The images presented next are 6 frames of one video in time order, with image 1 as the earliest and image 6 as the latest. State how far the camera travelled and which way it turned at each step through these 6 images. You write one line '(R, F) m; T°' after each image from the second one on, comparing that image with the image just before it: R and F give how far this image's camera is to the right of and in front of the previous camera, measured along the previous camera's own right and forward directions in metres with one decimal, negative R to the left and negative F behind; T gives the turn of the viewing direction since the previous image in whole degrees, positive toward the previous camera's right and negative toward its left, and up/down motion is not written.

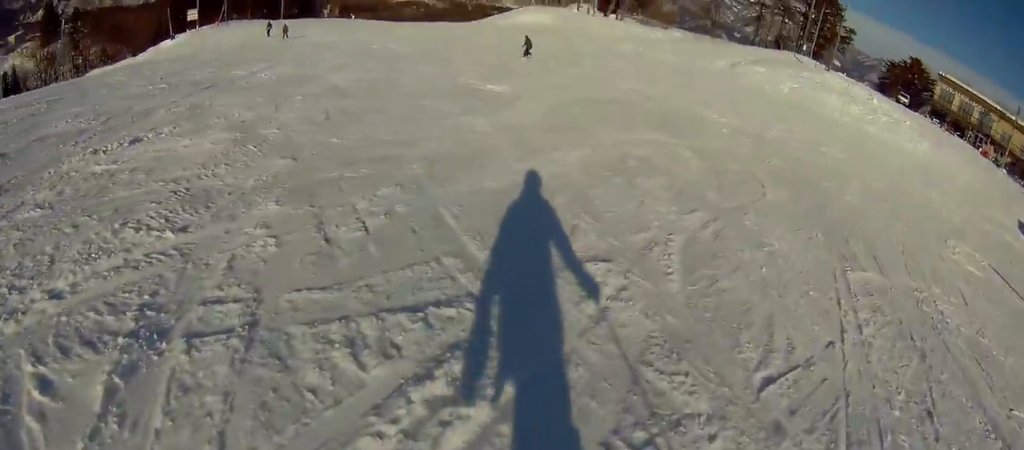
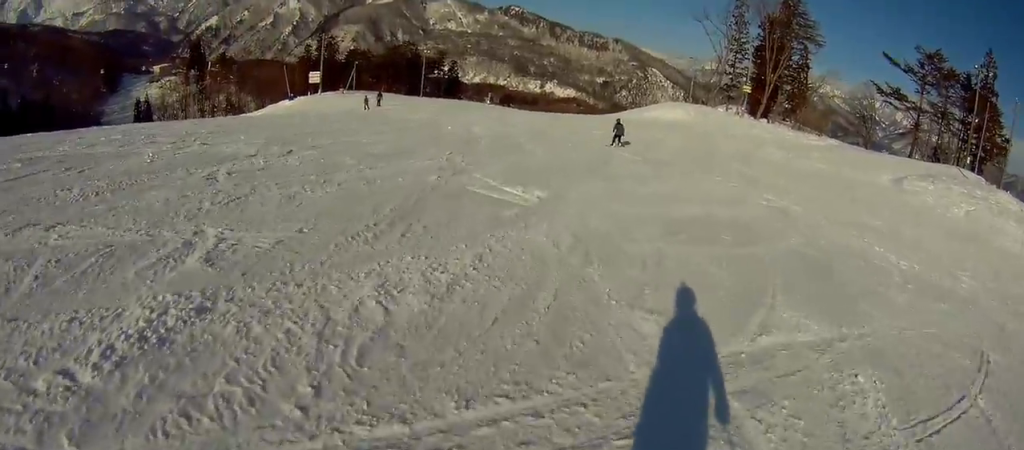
(-3.5, +9.2) m; -36°
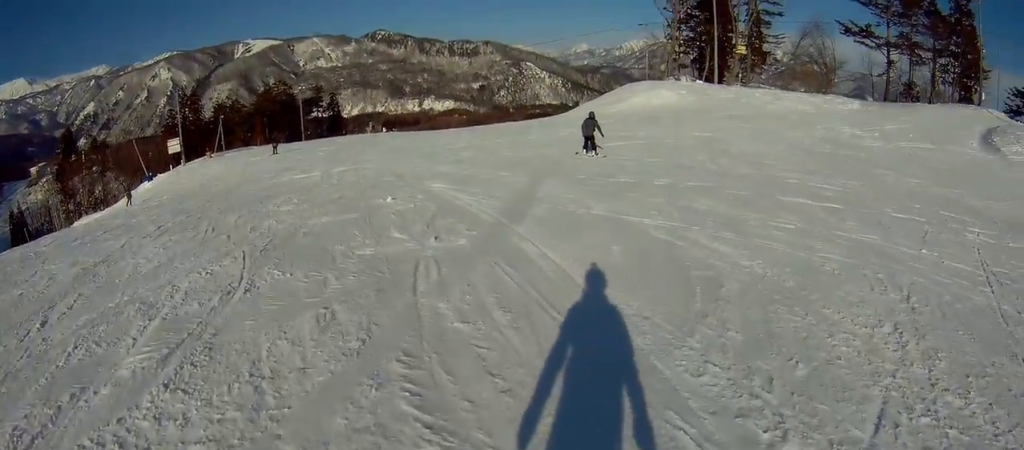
(-6.6, +16.0) m; -20°
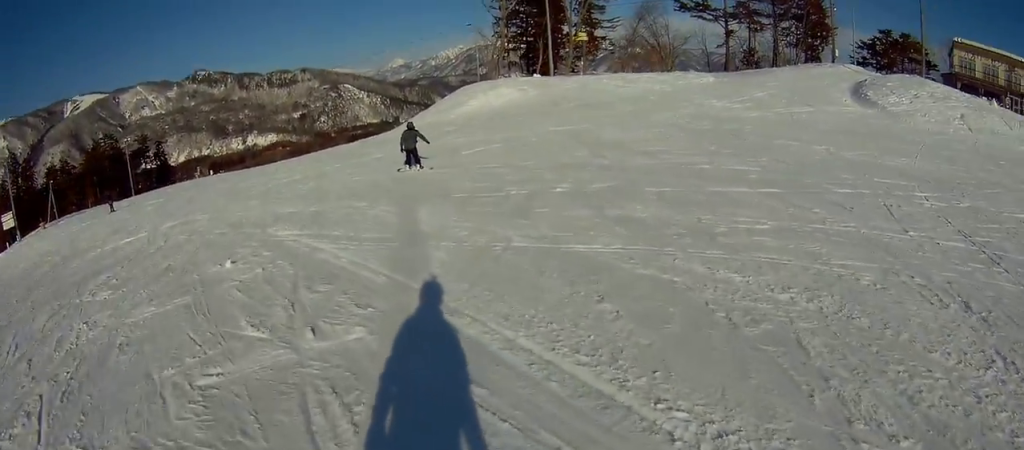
(+0.5, +3.2) m; +14°
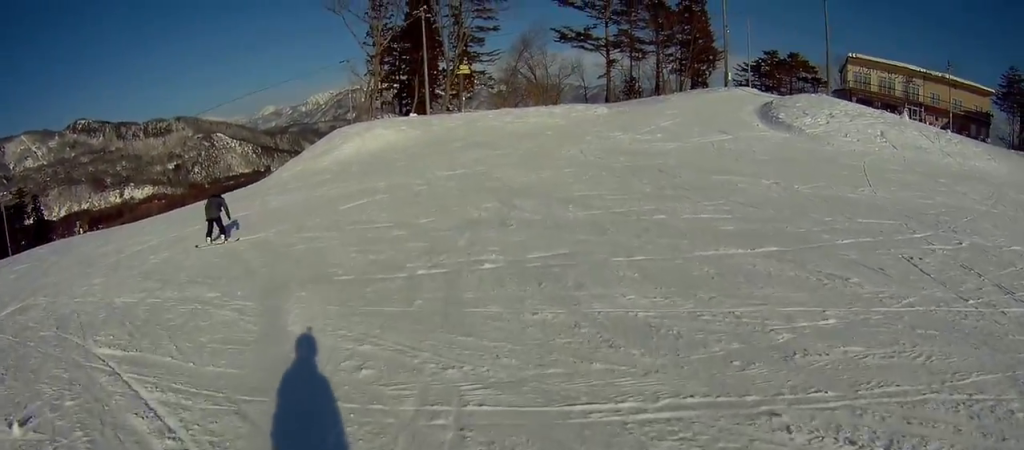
(+1.5, +4.7) m; +18°
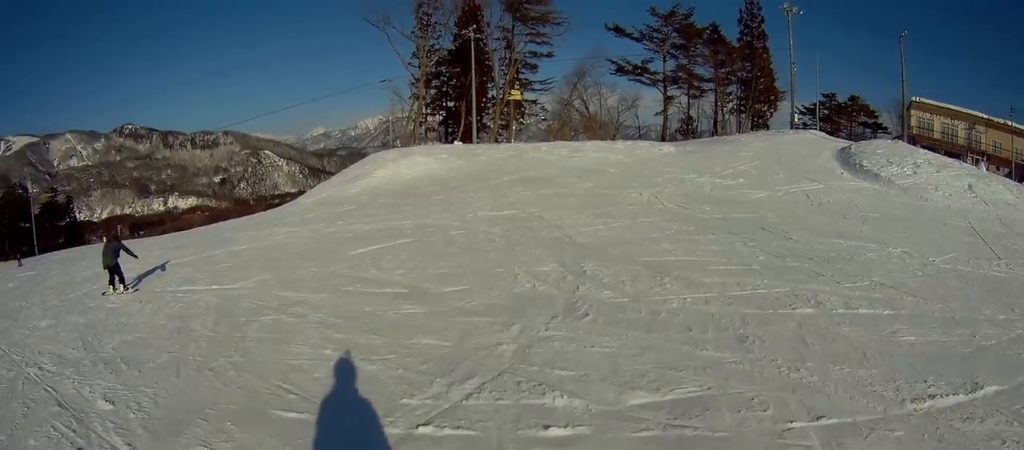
(0.0, +5.7) m; 0°
